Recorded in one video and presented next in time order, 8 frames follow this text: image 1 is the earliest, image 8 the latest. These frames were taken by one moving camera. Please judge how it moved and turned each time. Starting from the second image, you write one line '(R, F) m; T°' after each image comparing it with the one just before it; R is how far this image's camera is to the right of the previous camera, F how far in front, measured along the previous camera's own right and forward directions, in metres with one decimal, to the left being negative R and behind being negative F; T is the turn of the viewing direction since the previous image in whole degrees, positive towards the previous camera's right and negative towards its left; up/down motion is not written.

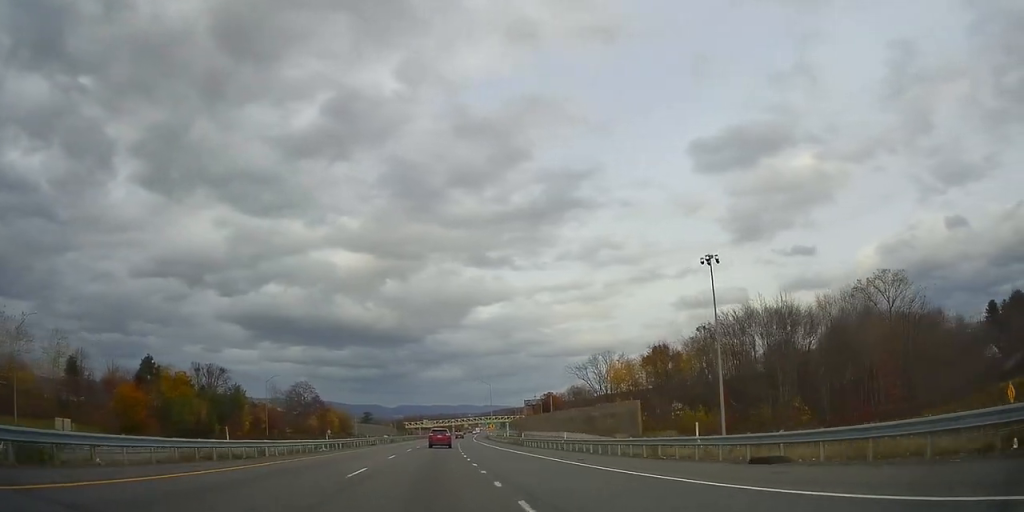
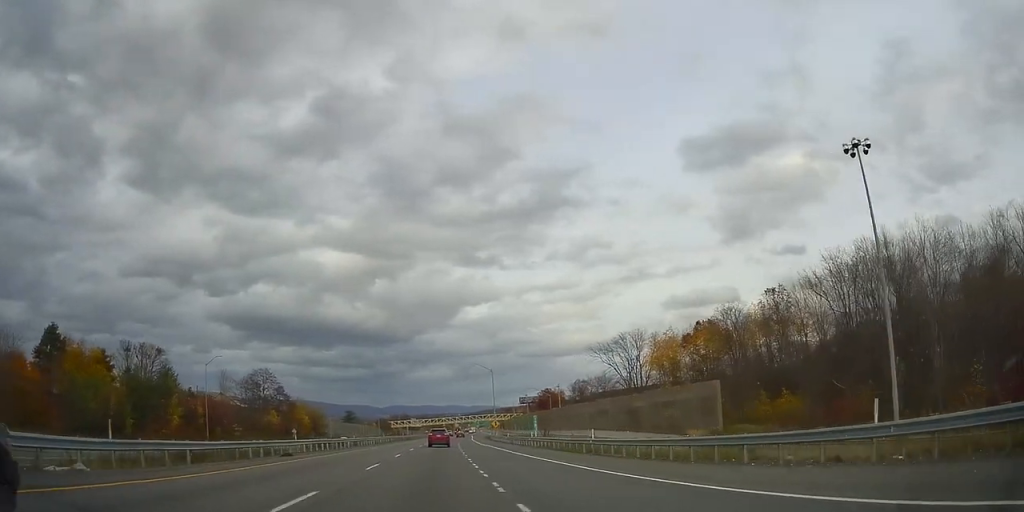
(0.0, +33.0) m; +1°
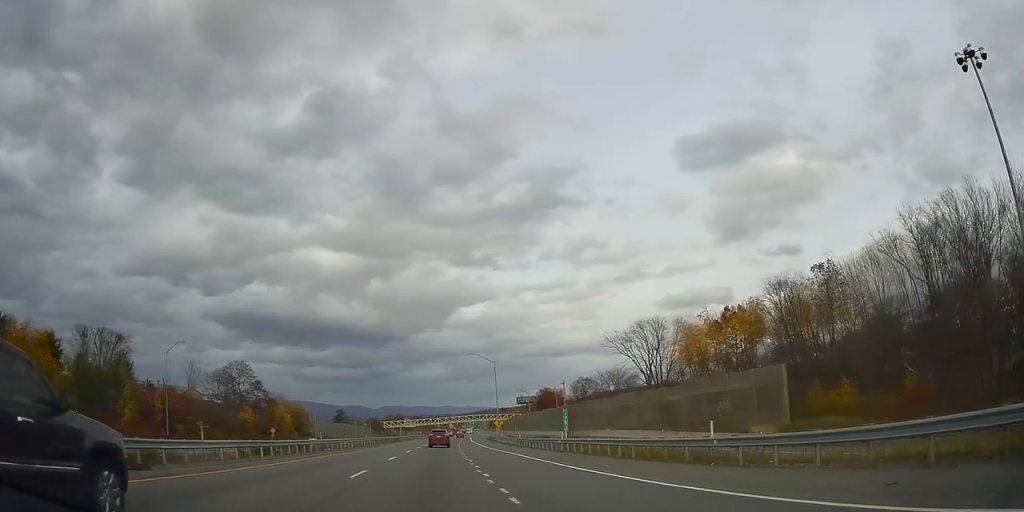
(+0.3, +15.4) m; +1°
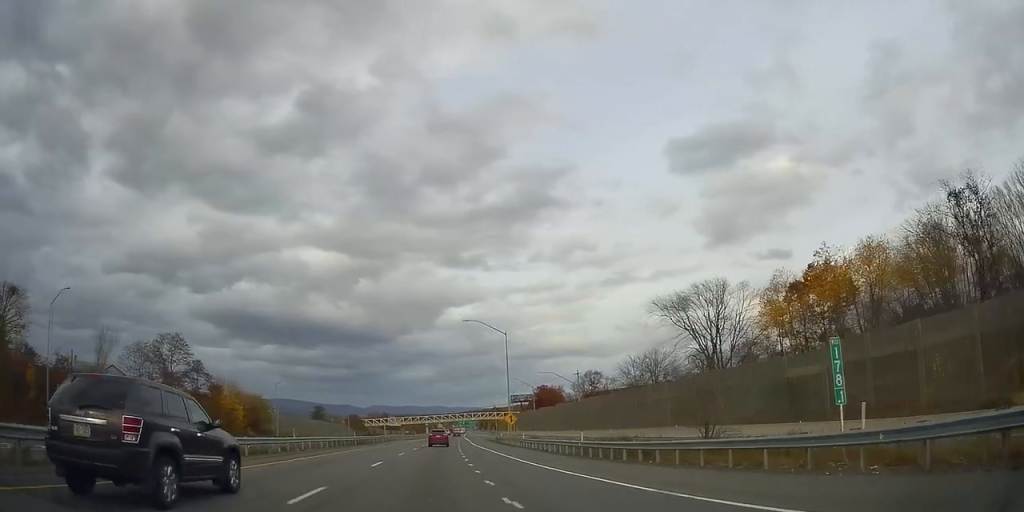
(+0.3, +31.0) m; +1°
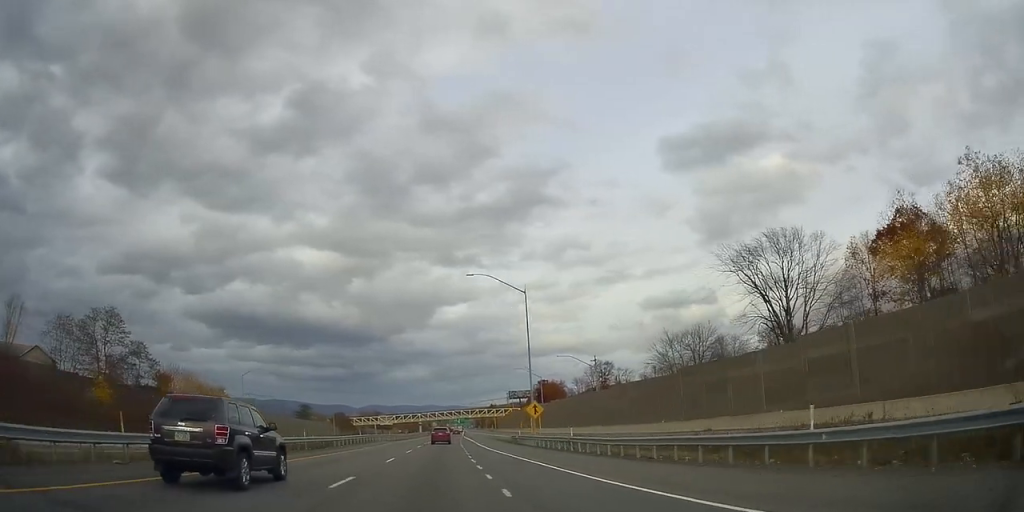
(+0.1, +21.5) m; +1°
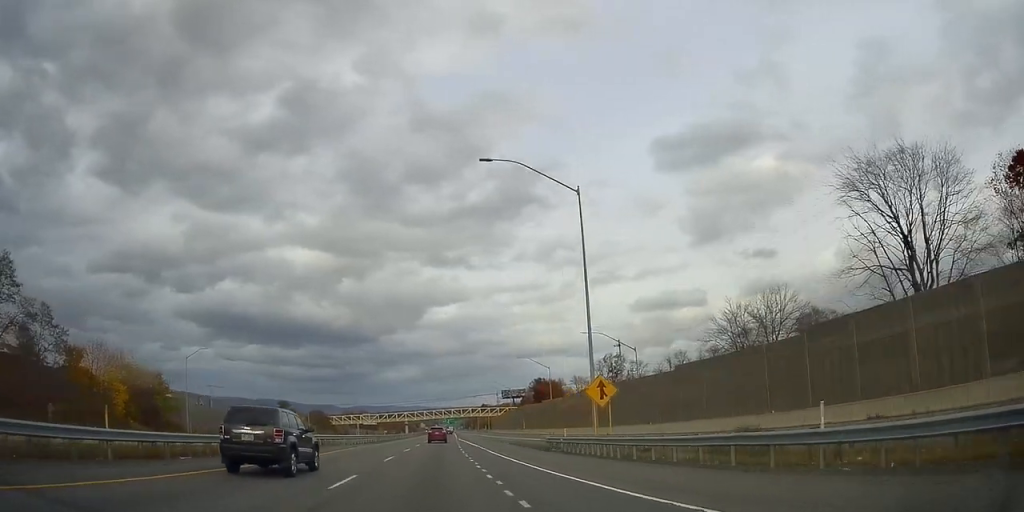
(+0.1, +24.0) m; +1°
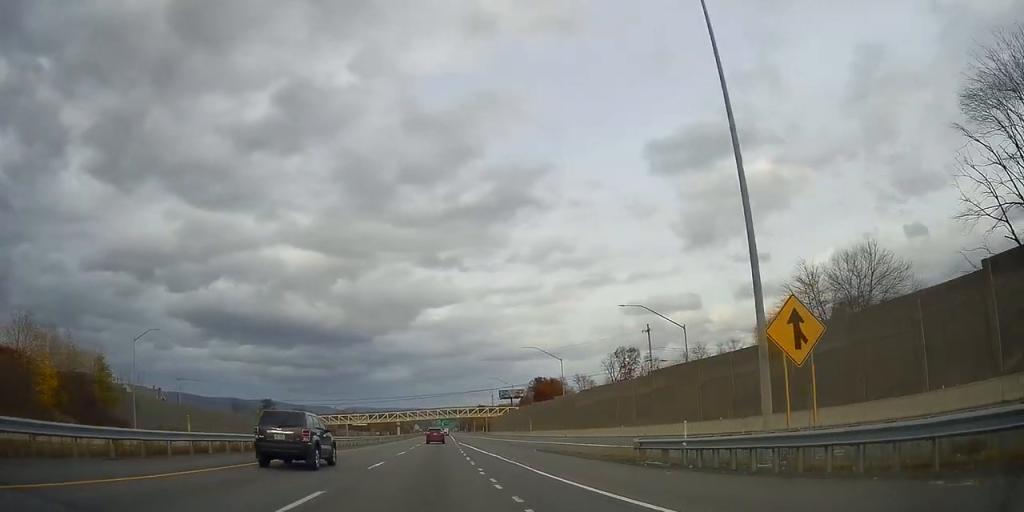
(+0.2, +17.0) m; +1°
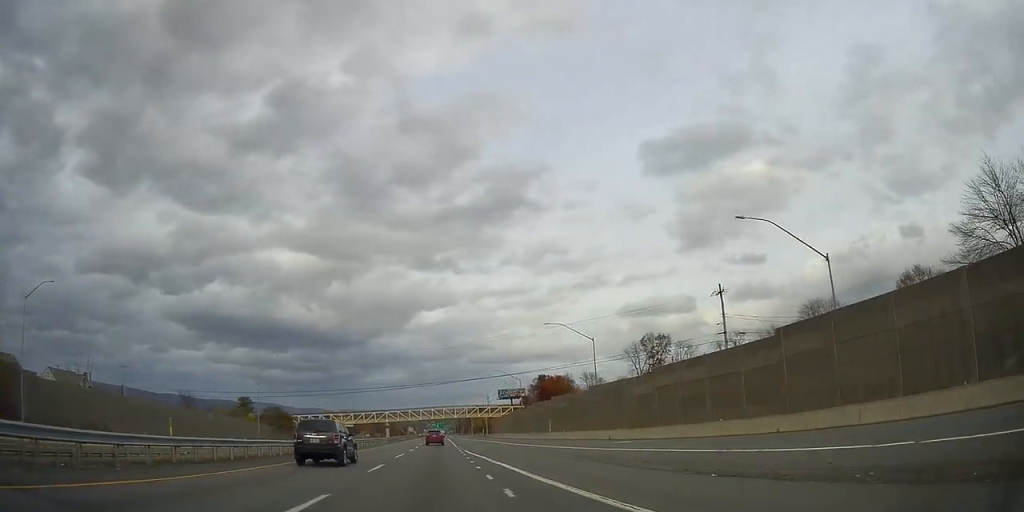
(+0.2, +25.0) m; +1°
